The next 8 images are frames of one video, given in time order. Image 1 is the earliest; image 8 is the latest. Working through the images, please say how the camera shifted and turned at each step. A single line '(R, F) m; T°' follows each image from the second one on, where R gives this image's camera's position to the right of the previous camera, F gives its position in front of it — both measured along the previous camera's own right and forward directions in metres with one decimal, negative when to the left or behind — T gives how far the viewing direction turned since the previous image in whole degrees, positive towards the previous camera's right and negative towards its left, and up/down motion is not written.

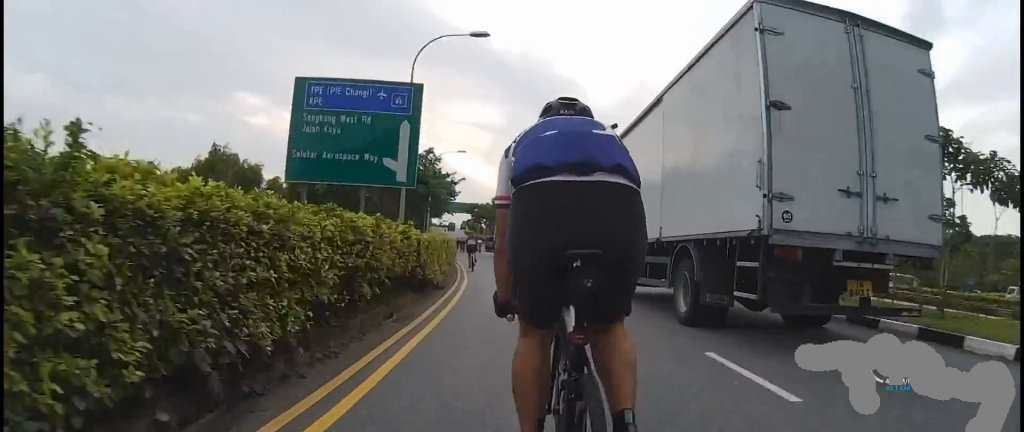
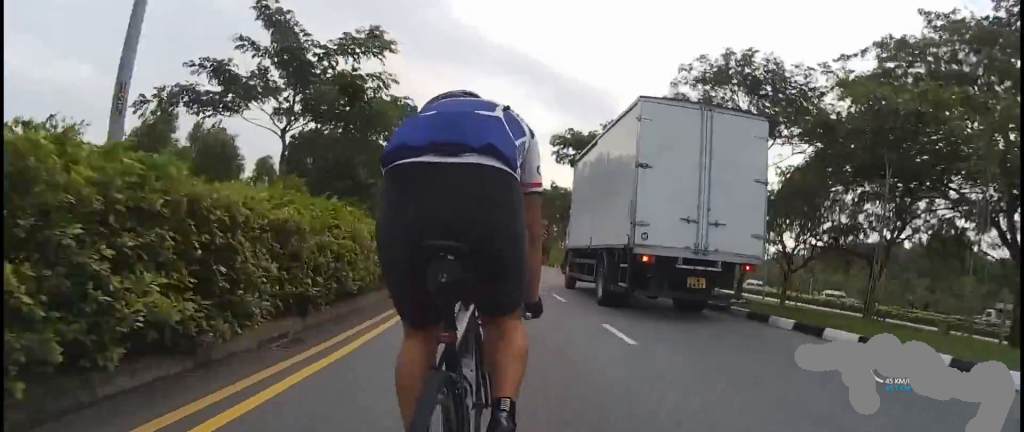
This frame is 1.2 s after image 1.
(-1.3, +14.7) m; 0°
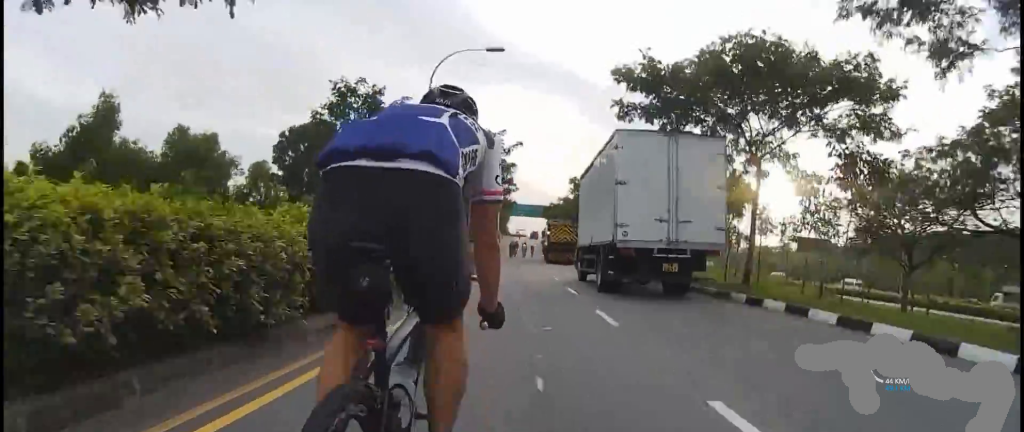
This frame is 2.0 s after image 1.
(+1.2, +11.0) m; 0°
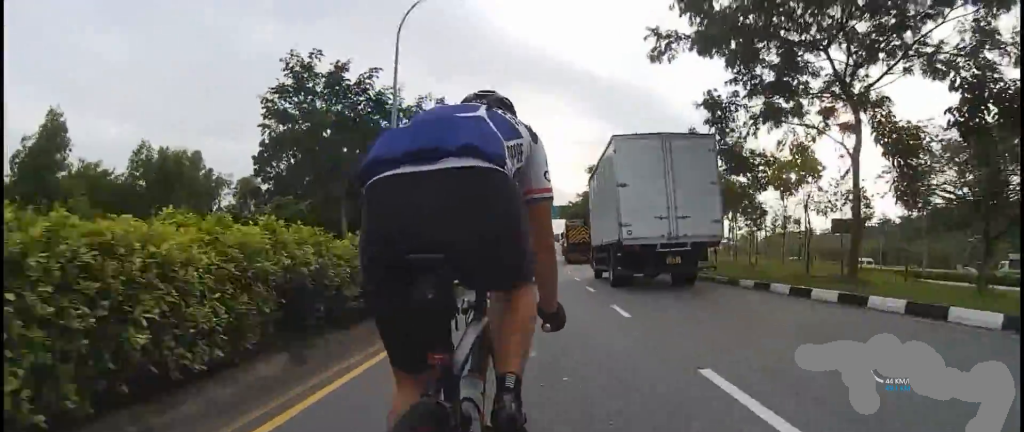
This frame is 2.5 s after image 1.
(-0.6, +5.3) m; -3°
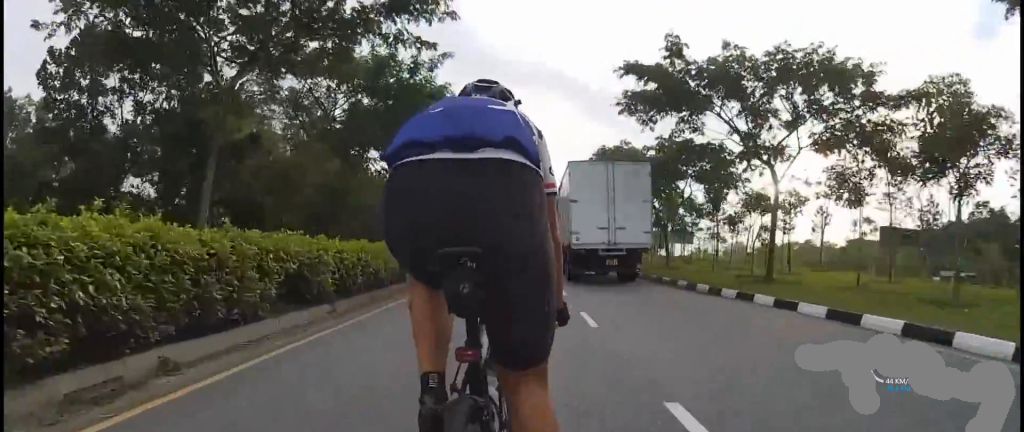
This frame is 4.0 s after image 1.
(-1.3, +19.2) m; -4°
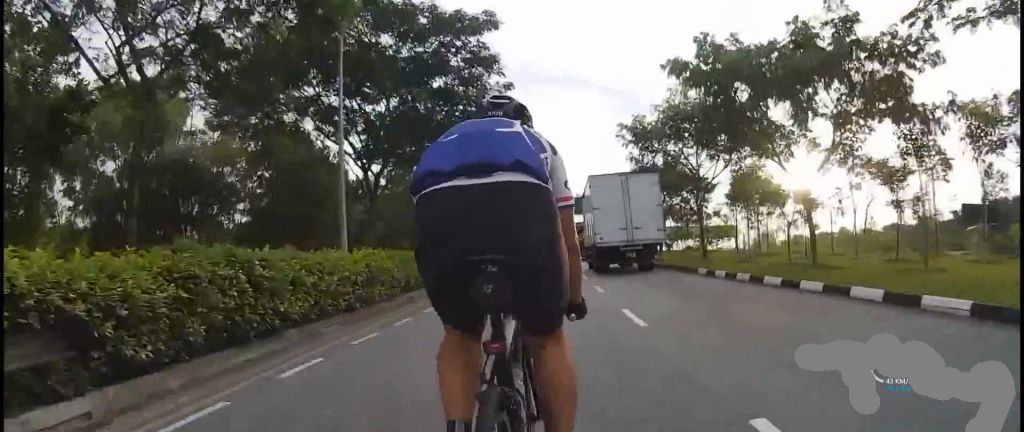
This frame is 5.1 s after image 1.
(-0.1, +12.7) m; -2°
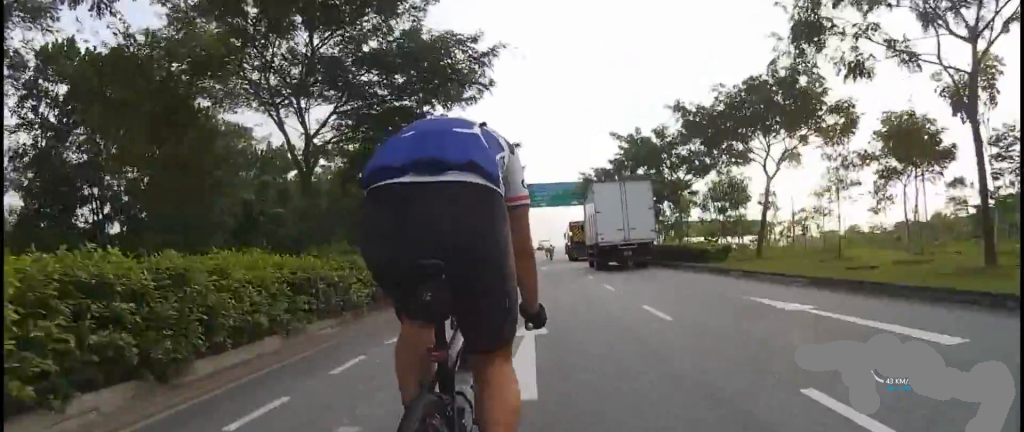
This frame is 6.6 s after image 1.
(-0.2, +17.3) m; 0°
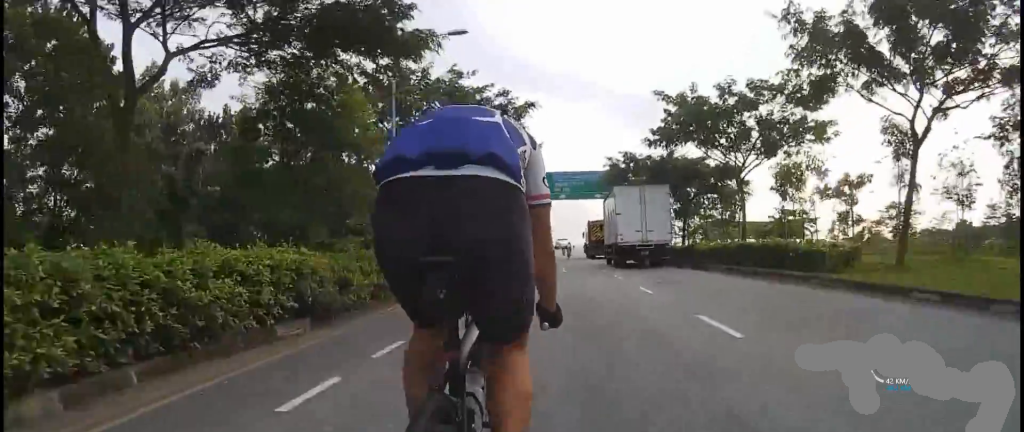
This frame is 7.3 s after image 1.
(+0.1, +7.6) m; 0°
